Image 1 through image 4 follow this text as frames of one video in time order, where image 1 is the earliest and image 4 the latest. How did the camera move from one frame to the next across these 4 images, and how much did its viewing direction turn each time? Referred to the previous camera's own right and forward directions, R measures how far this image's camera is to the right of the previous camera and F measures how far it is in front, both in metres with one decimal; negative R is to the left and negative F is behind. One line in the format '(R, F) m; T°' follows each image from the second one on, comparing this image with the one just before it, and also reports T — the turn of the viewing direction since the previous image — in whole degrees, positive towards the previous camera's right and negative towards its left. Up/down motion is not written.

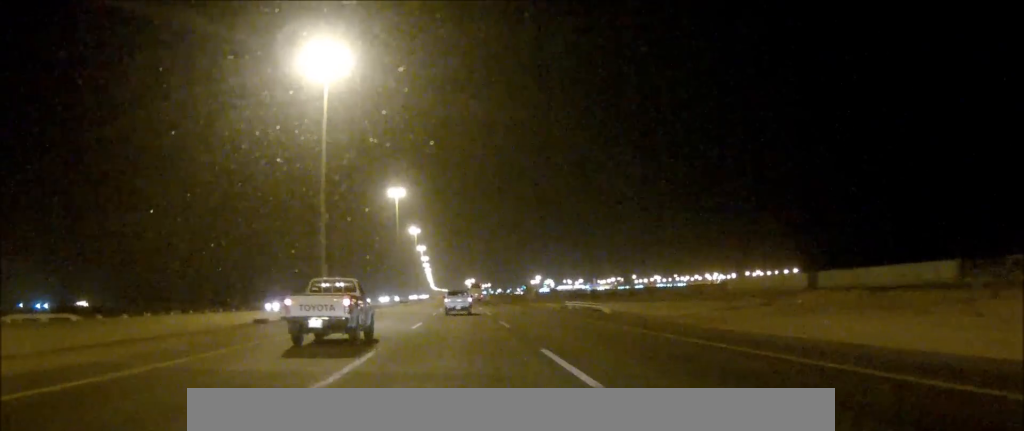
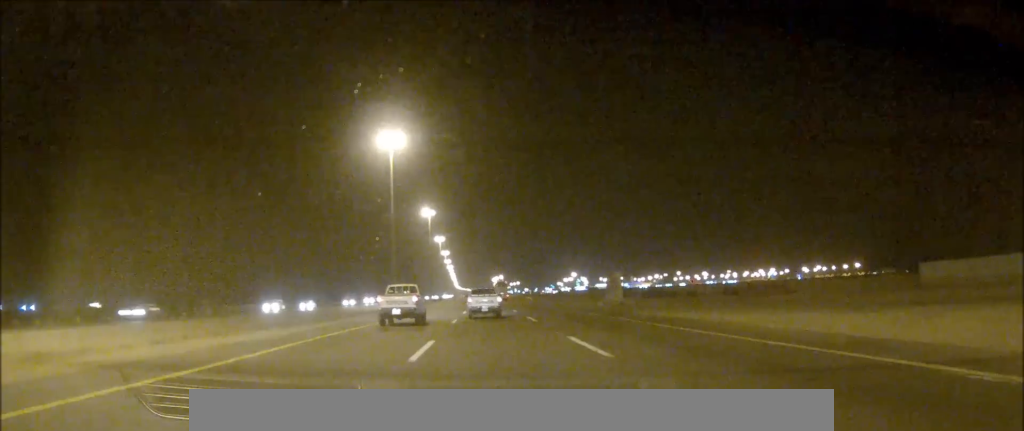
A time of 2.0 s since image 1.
(-1.3, +67.6) m; -2°
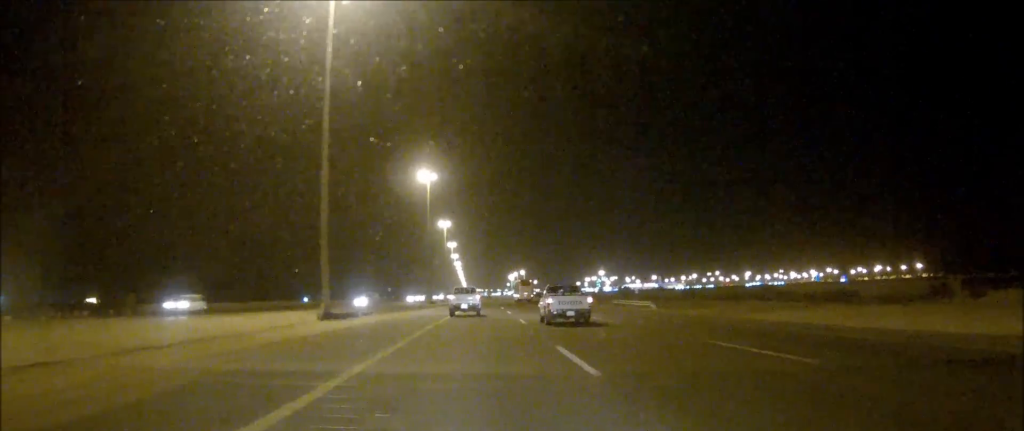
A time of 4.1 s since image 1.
(+0.1, +74.6) m; +1°
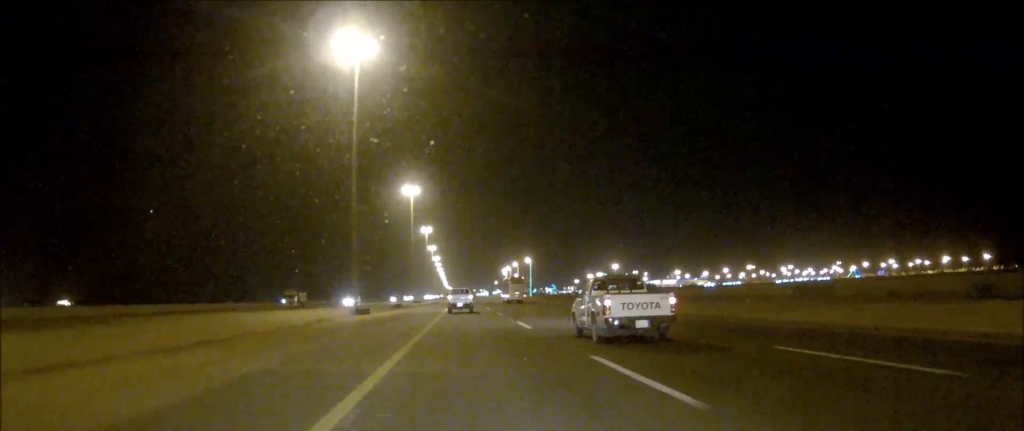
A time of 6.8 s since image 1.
(+1.0, +92.9) m; +1°
